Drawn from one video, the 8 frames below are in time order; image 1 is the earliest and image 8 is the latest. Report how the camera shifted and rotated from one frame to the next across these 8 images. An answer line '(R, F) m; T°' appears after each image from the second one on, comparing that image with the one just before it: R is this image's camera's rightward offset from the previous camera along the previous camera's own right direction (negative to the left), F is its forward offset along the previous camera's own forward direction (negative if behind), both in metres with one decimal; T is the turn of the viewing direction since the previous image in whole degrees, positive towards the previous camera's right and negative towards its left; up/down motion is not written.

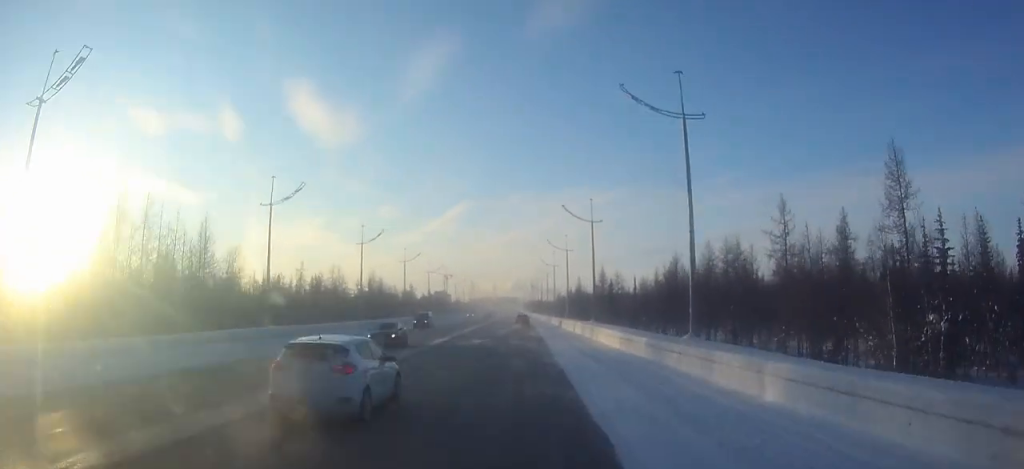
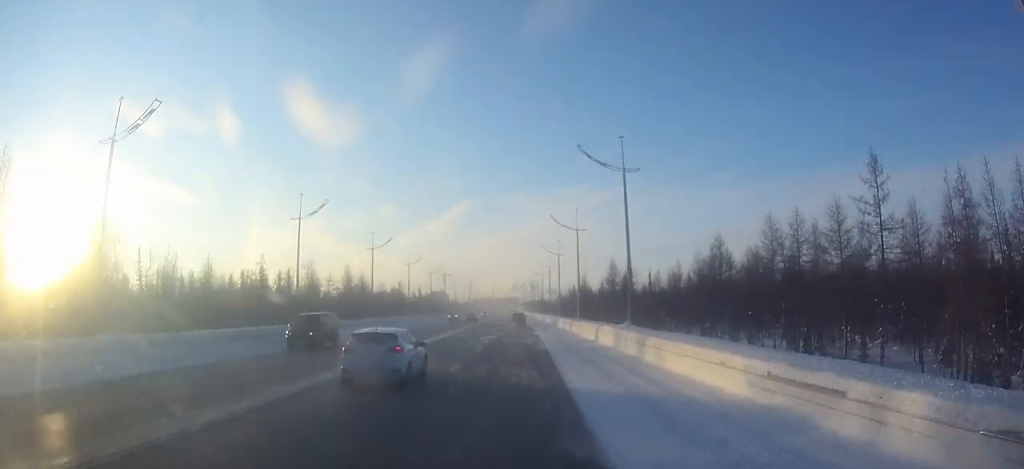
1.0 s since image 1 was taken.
(0.0, +18.0) m; 0°
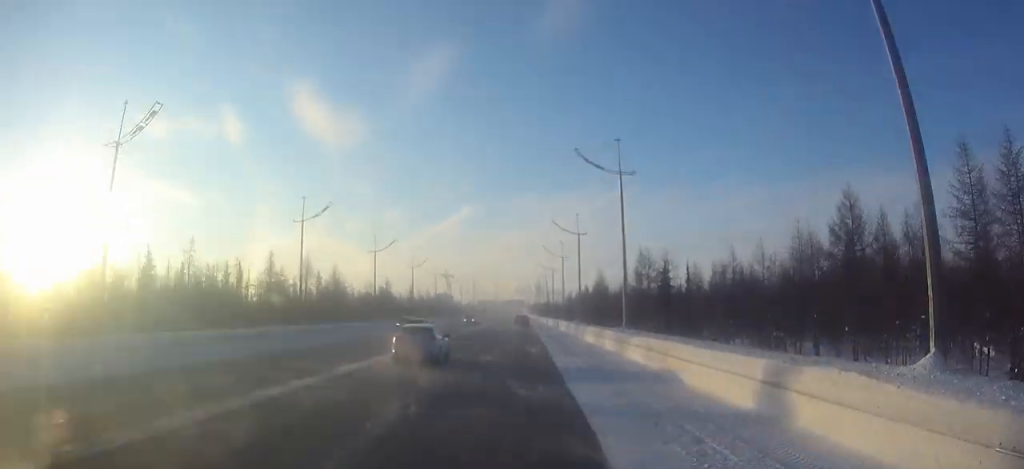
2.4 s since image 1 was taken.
(-0.2, +24.6) m; -1°
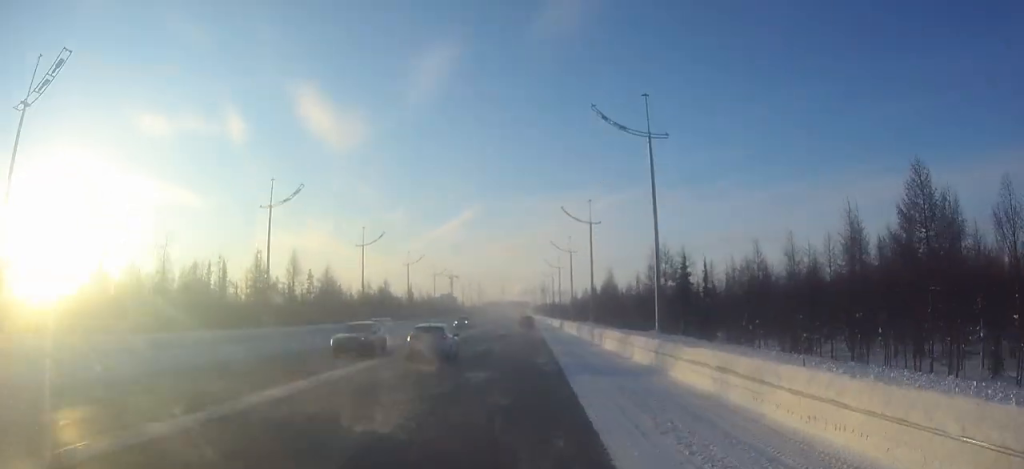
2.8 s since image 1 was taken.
(0.0, +7.2) m; 0°
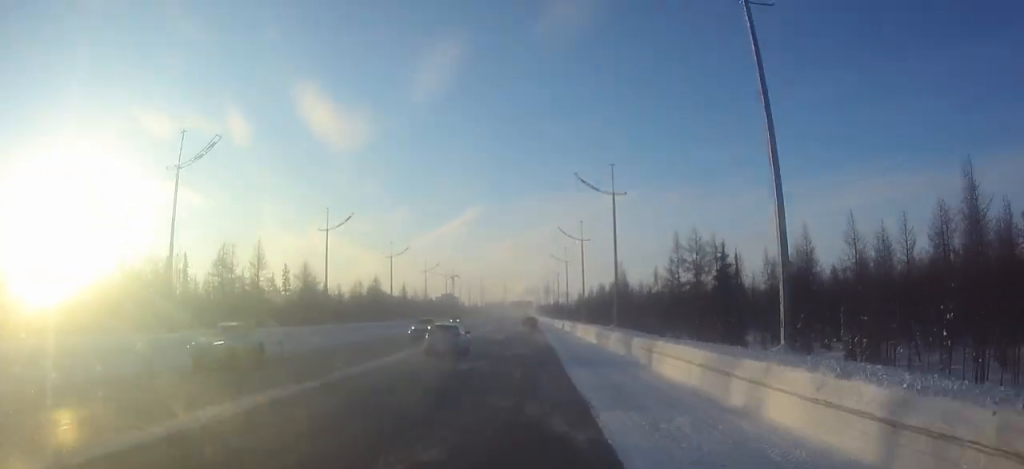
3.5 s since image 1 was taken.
(0.0, +12.6) m; 0°
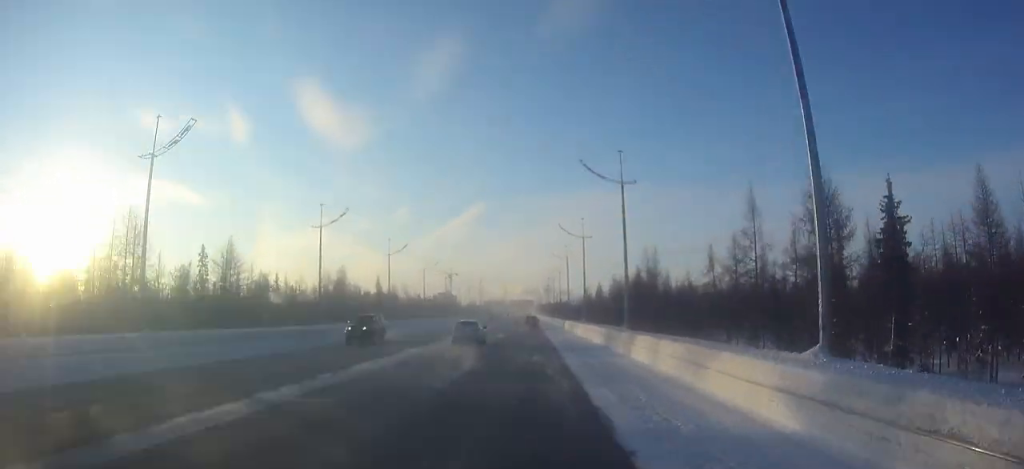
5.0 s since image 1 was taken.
(0.0, +26.9) m; 0°
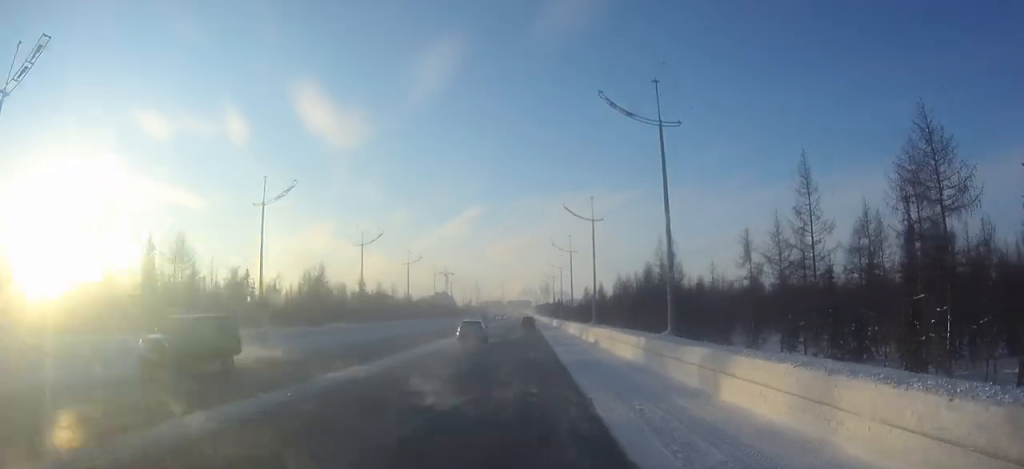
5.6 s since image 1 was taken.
(0.0, +11.3) m; 0°
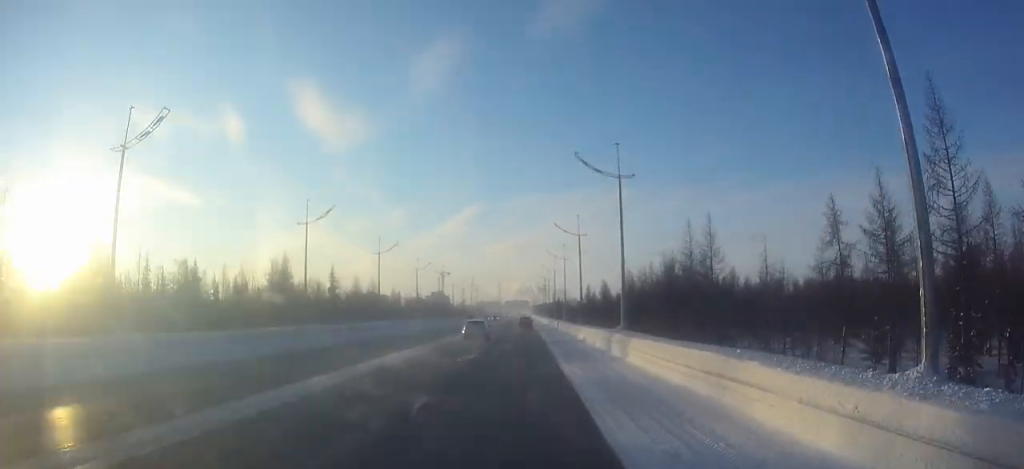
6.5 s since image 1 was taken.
(0.0, +16.0) m; 0°
